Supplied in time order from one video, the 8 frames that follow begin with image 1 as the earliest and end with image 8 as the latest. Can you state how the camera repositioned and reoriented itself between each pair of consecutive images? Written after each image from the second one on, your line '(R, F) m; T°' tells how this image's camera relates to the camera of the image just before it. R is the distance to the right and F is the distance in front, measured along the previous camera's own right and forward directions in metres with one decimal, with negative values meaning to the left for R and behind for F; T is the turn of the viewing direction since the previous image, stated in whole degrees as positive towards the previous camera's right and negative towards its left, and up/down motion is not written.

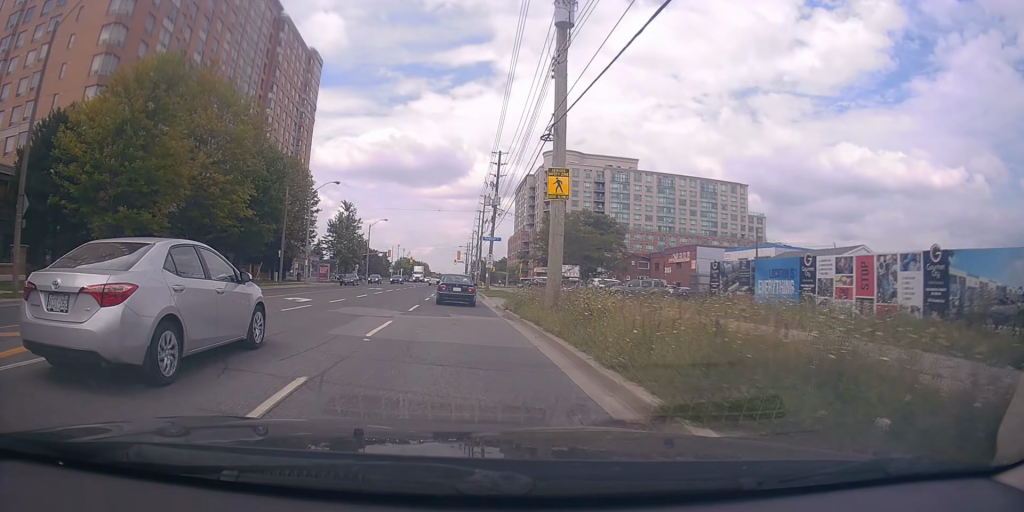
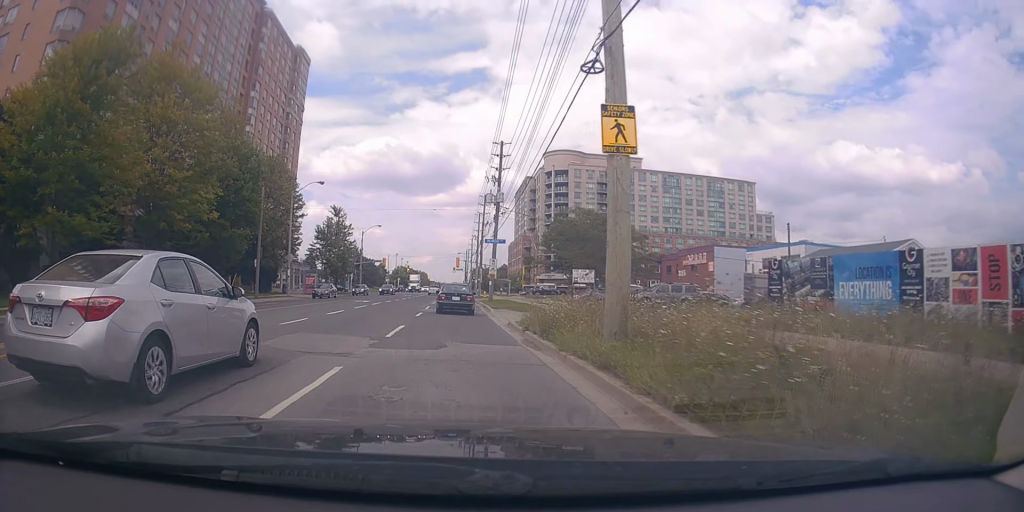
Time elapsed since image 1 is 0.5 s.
(+0.1, +6.2) m; 0°
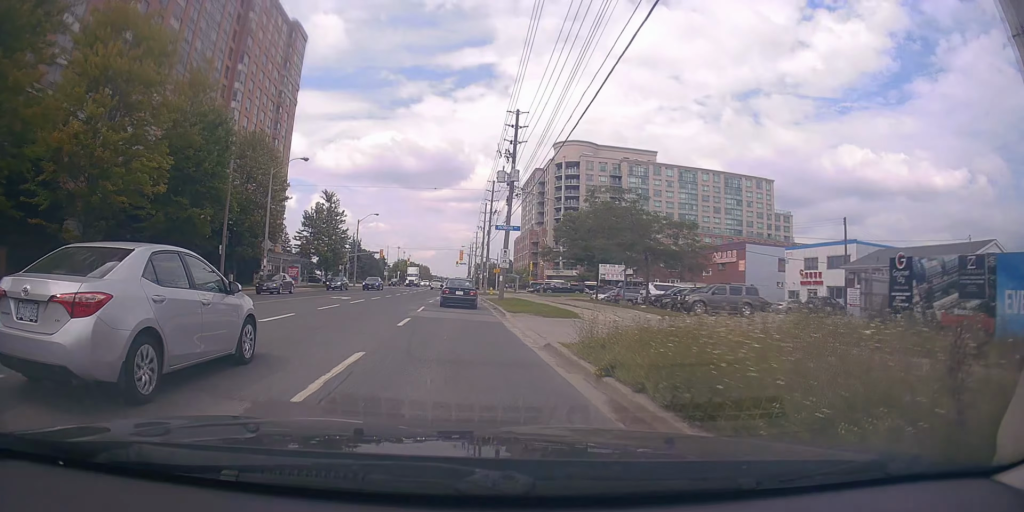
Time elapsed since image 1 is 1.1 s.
(-0.6, +7.9) m; 0°
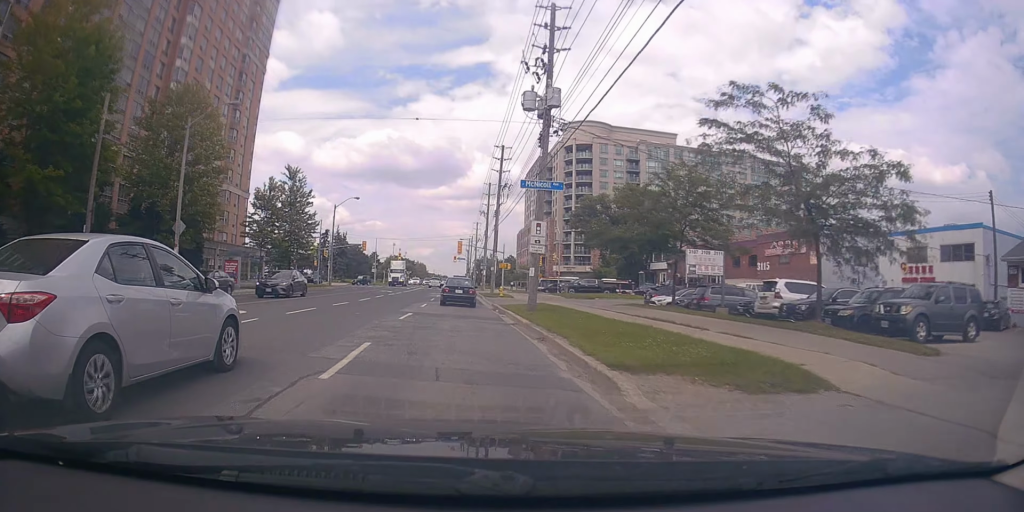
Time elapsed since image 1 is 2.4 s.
(+0.8, +15.7) m; 0°
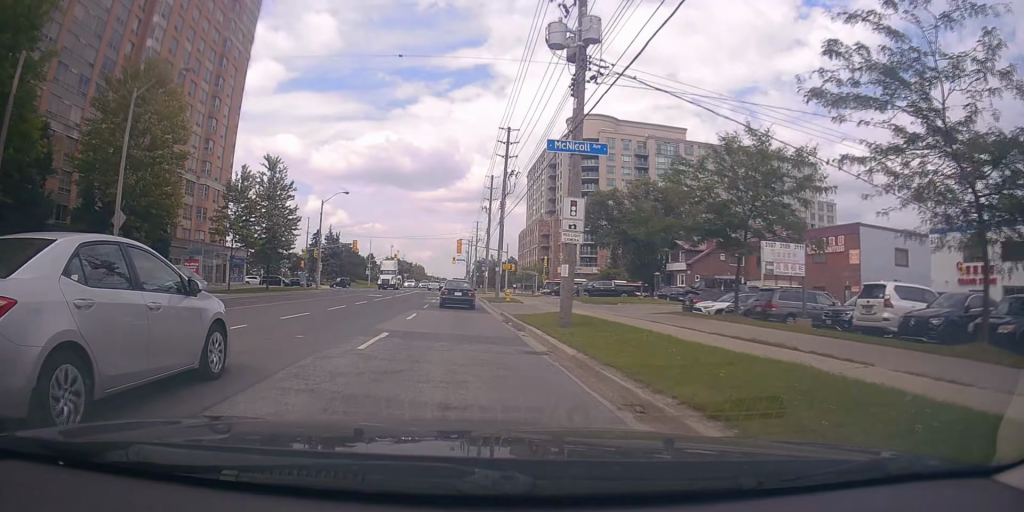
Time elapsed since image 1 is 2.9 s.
(-0.5, +6.5) m; -1°
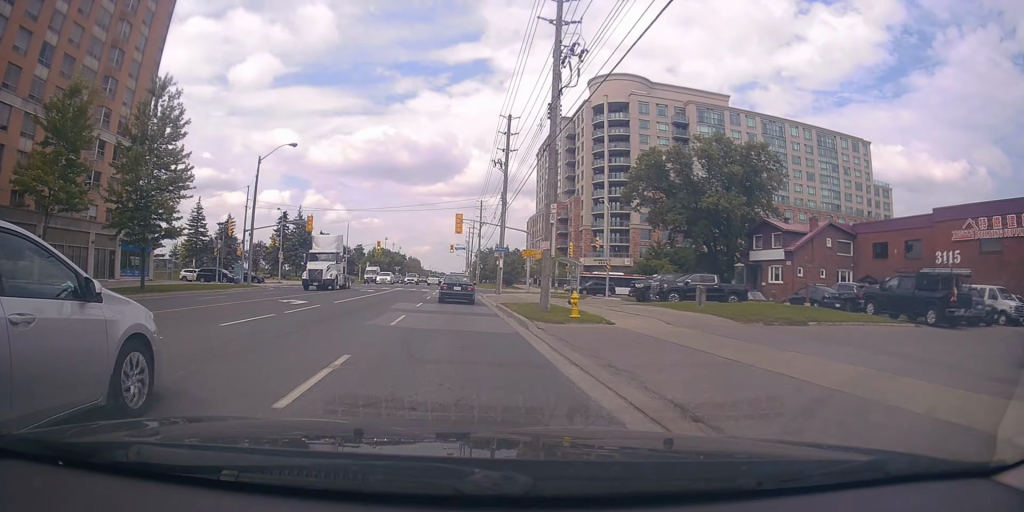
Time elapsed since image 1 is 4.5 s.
(+0.4, +21.8) m; +3°
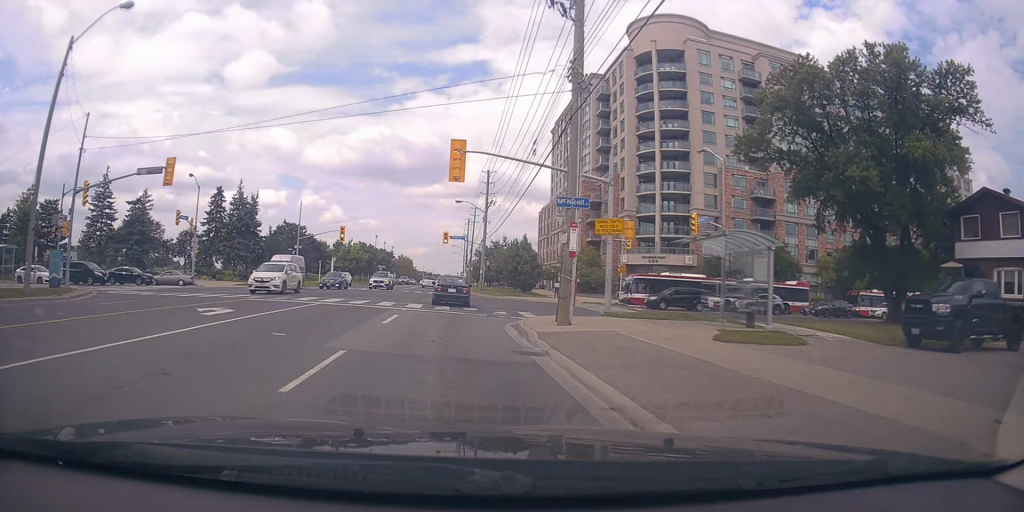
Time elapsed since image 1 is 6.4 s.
(-1.0, +25.6) m; -3°
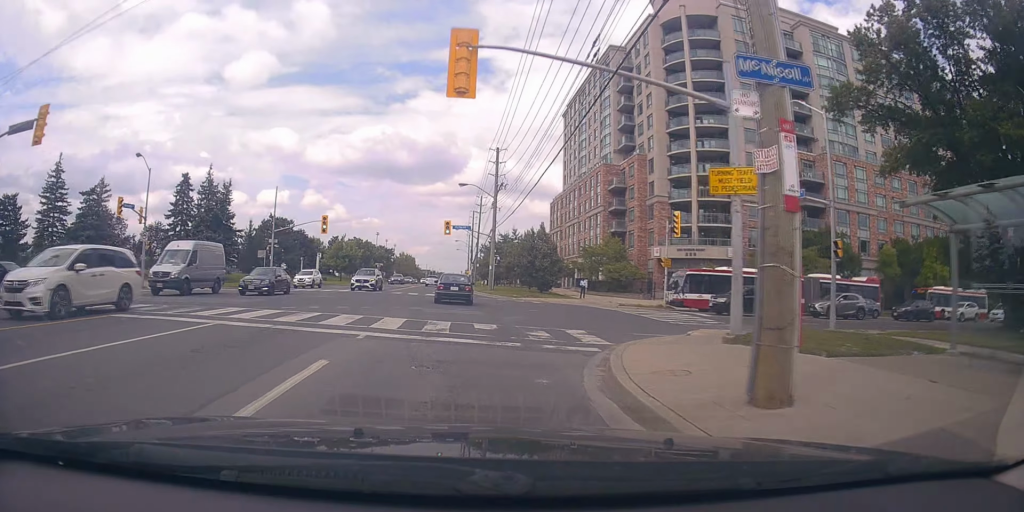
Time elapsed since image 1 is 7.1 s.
(+0.4, +10.2) m; +1°
